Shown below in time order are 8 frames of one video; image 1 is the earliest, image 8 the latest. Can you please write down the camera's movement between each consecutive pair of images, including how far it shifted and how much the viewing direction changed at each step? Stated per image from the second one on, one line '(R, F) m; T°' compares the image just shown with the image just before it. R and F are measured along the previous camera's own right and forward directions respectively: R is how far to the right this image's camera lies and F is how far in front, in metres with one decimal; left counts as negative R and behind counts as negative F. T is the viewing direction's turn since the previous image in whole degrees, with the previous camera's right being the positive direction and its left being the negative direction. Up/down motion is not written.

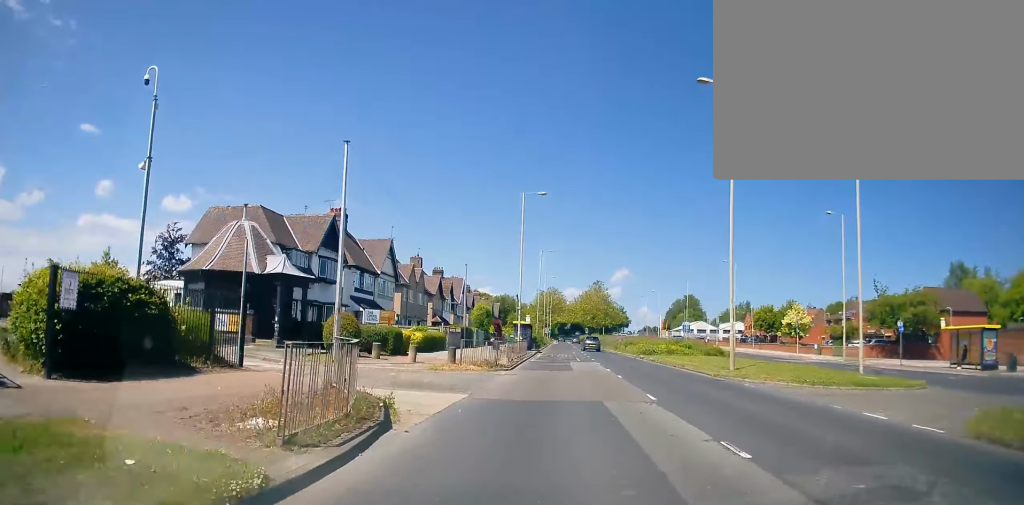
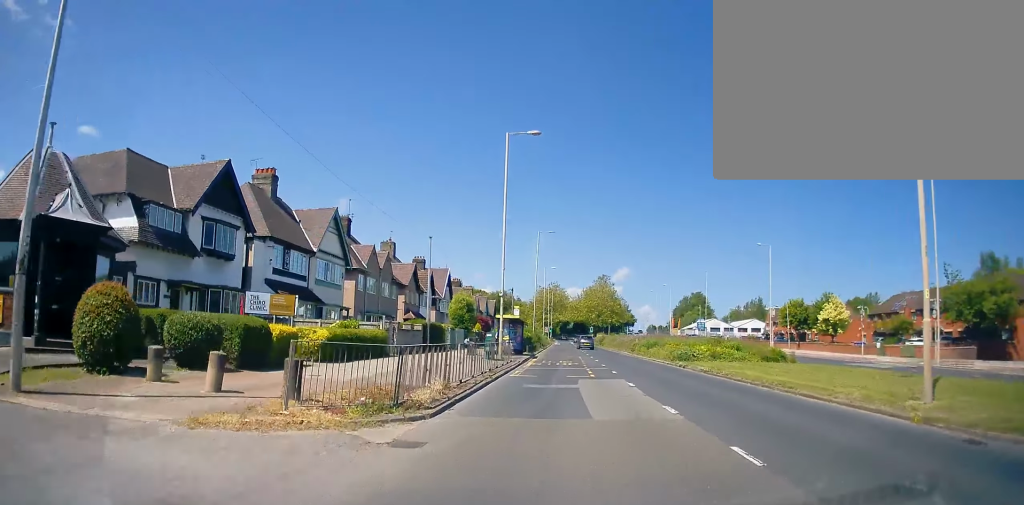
(+0.5, +14.0) m; +2°
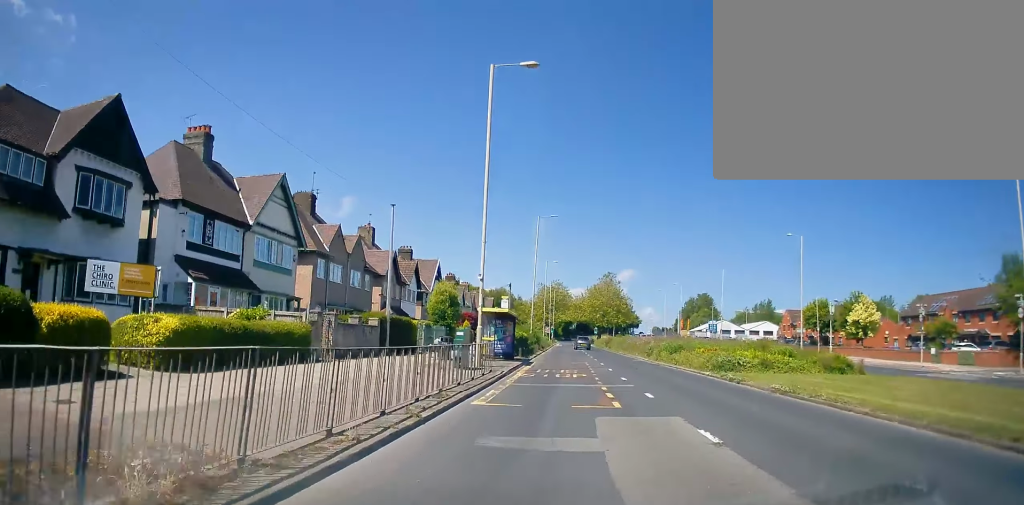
(-0.1, +8.8) m; -1°
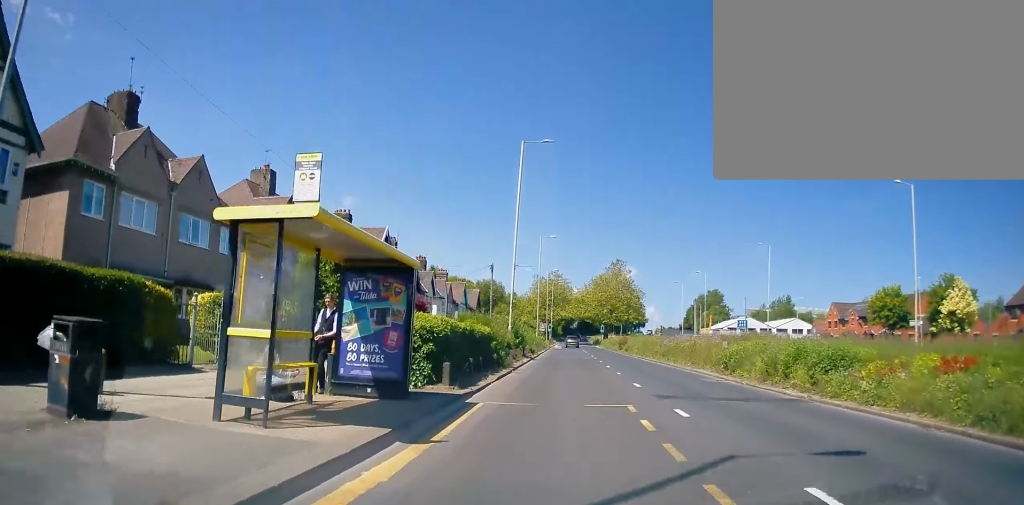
(-0.6, +21.6) m; -2°
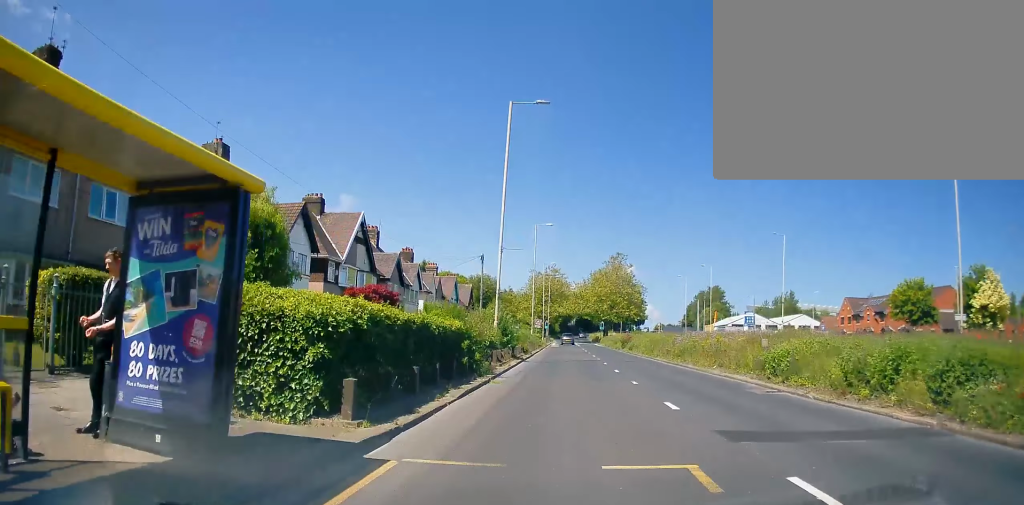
(-0.1, +5.8) m; +1°
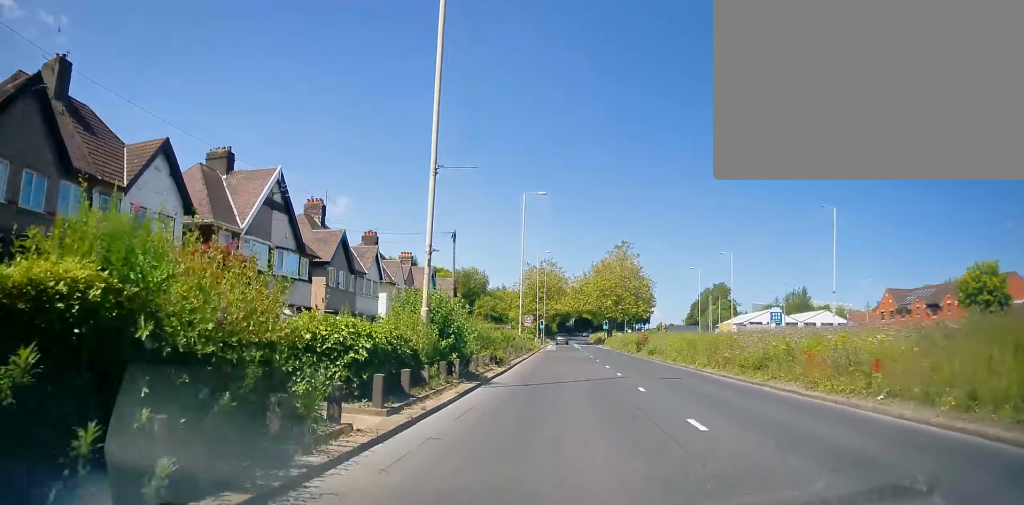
(+0.3, +13.9) m; +1°
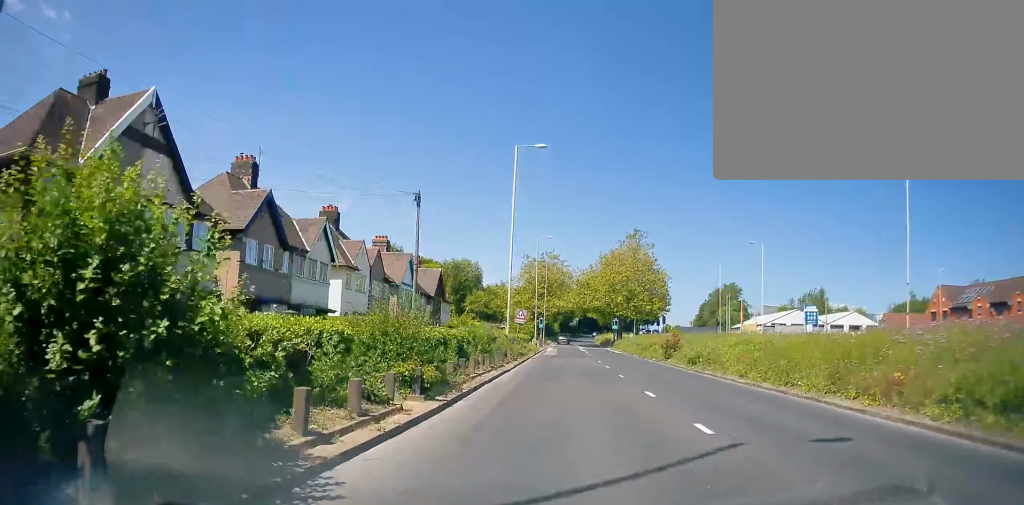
(-0.1, +12.2) m; -1°
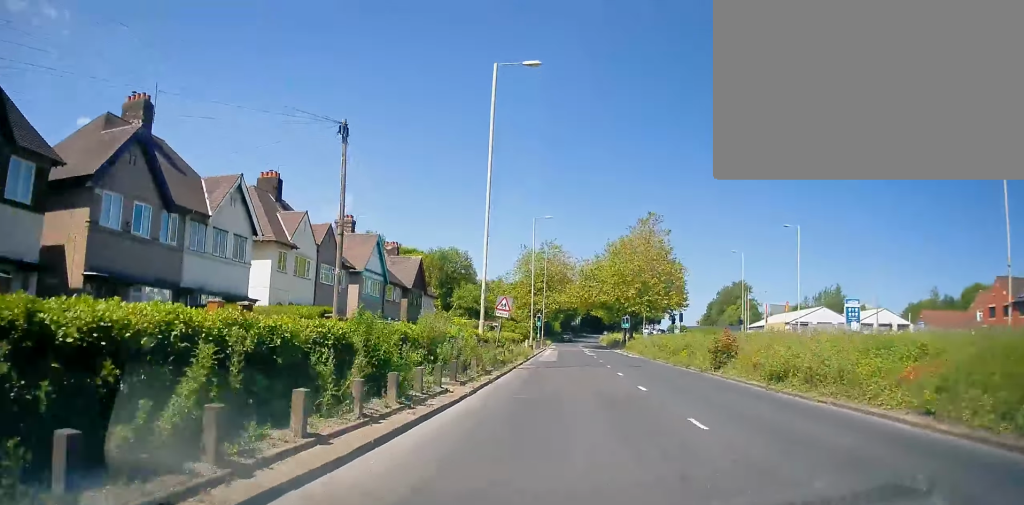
(-0.2, +11.4) m; 0°
